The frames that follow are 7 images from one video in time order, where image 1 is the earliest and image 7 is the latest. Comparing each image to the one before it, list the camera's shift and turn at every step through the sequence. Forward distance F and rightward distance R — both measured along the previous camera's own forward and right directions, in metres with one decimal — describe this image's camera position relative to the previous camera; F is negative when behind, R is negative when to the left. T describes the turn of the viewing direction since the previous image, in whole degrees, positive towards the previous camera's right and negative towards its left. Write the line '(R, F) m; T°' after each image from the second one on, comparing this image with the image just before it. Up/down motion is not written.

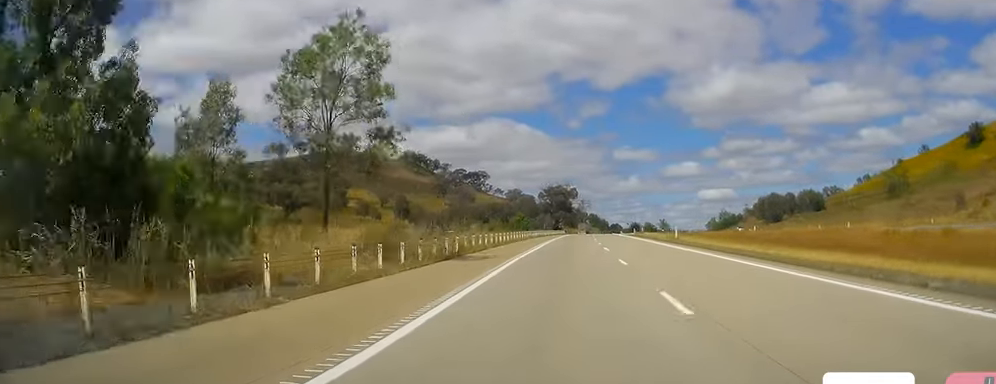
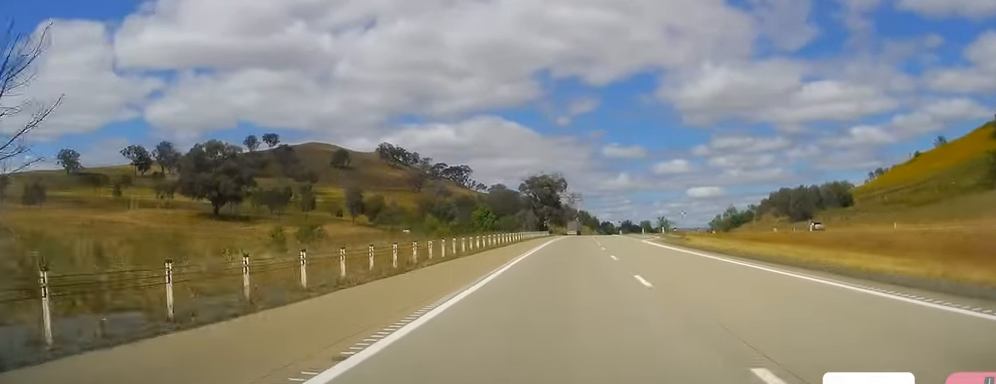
(+0.9, +43.4) m; +2°
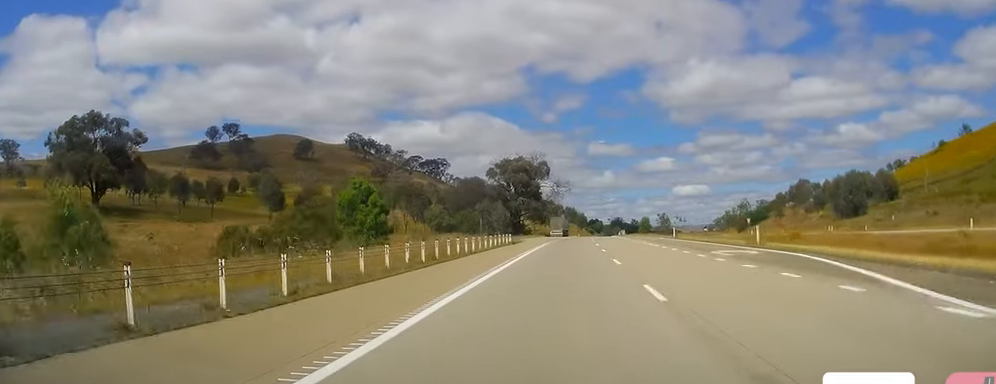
(-0.5, +51.2) m; 0°
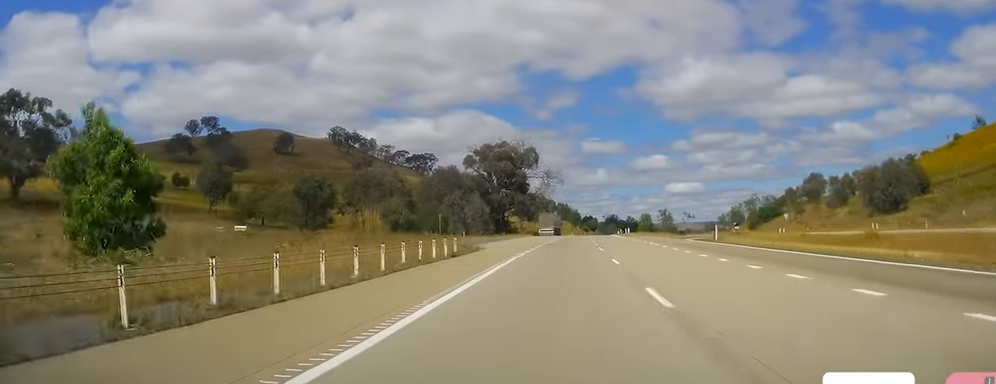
(+0.6, +25.1) m; +1°
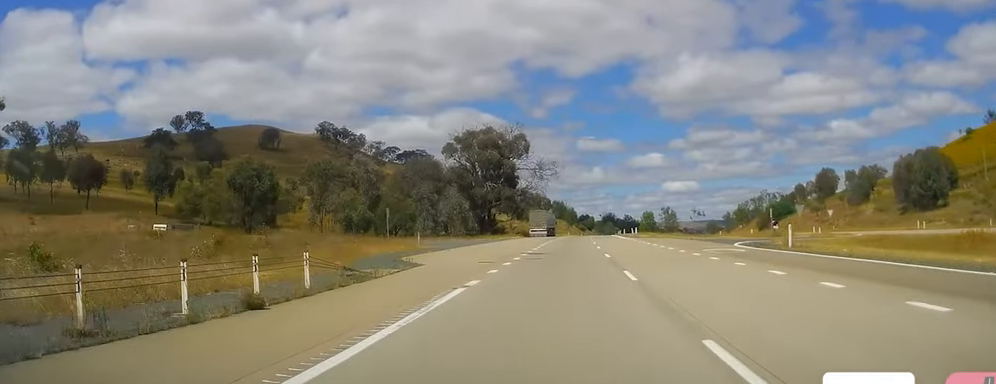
(+0.1, +18.3) m; 0°
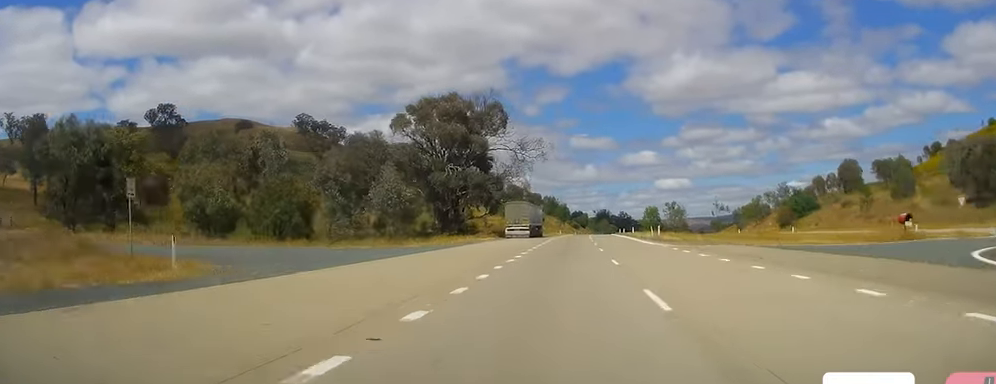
(-0.4, +29.8) m; 0°
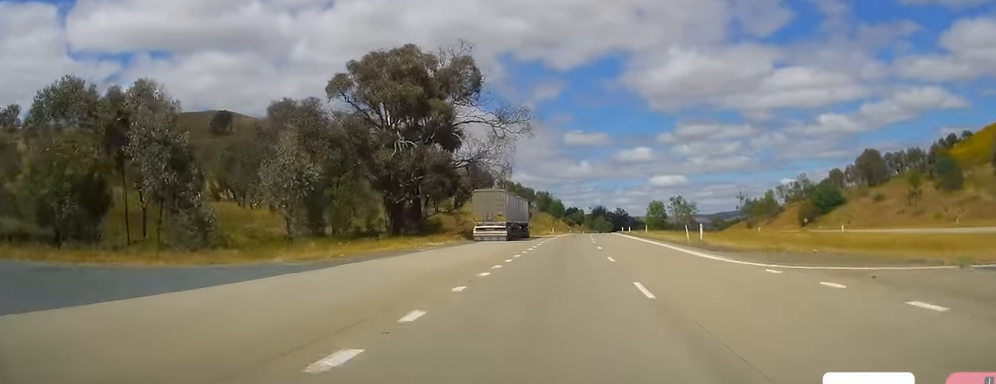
(+0.2, +22.1) m; +1°
